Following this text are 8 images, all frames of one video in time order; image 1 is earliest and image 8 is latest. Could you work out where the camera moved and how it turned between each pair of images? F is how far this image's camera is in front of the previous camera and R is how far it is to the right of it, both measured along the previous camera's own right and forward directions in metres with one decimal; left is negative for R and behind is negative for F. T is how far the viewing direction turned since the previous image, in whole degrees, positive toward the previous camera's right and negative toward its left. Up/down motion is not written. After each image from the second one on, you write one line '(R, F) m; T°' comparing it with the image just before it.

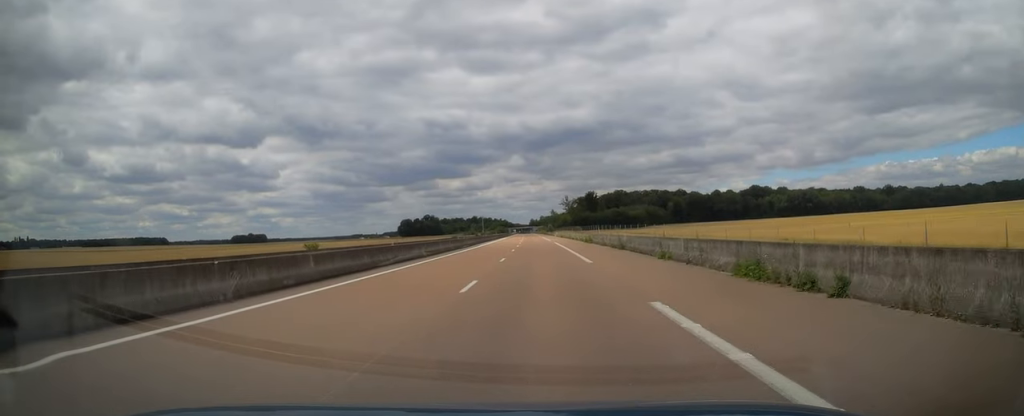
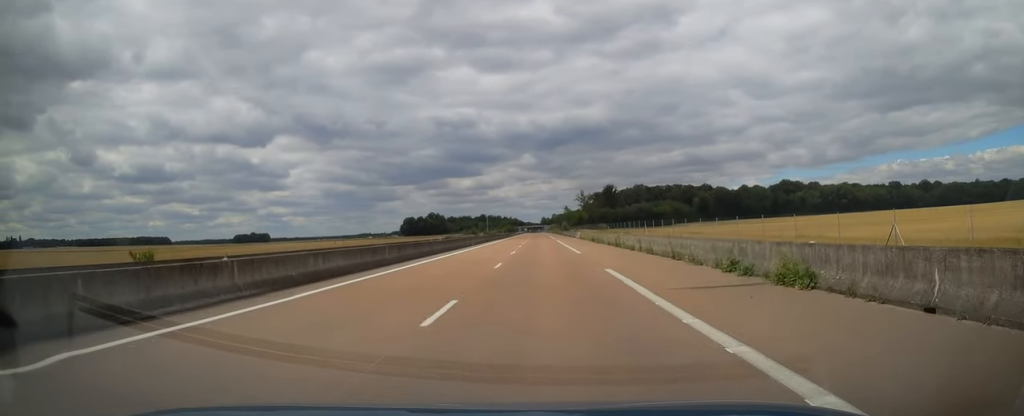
(-0.4, +43.5) m; 0°
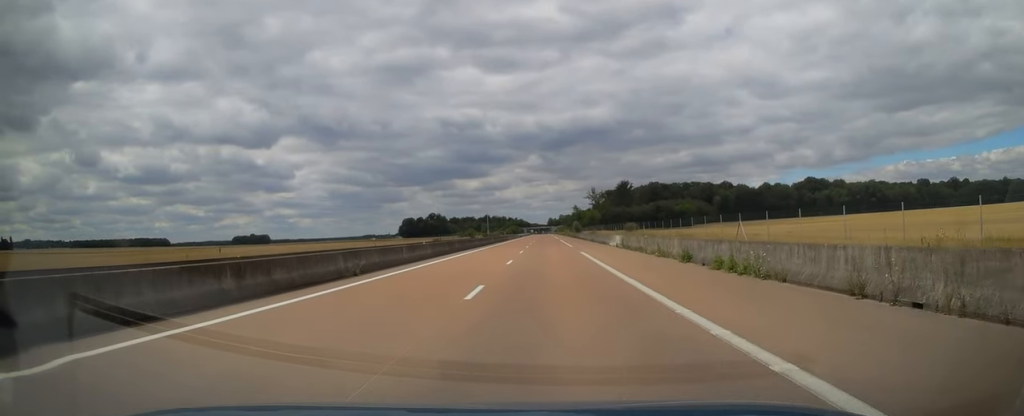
(0.0, +35.2) m; 0°
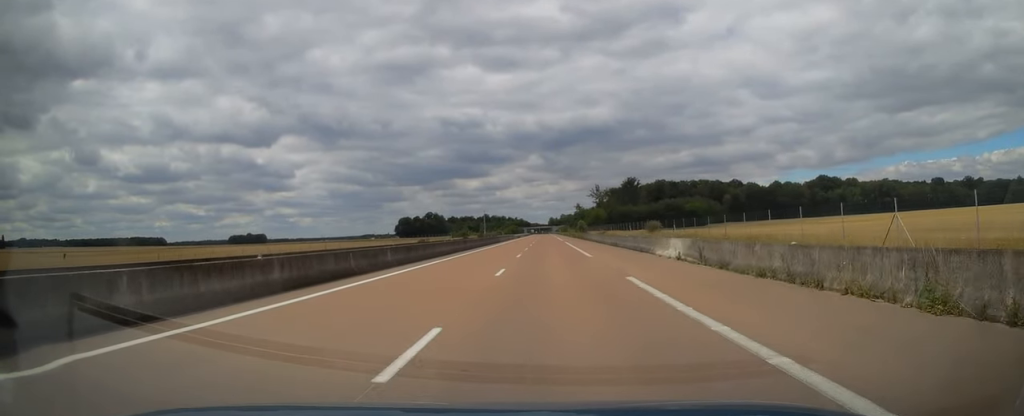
(0.0, +19.5) m; -1°
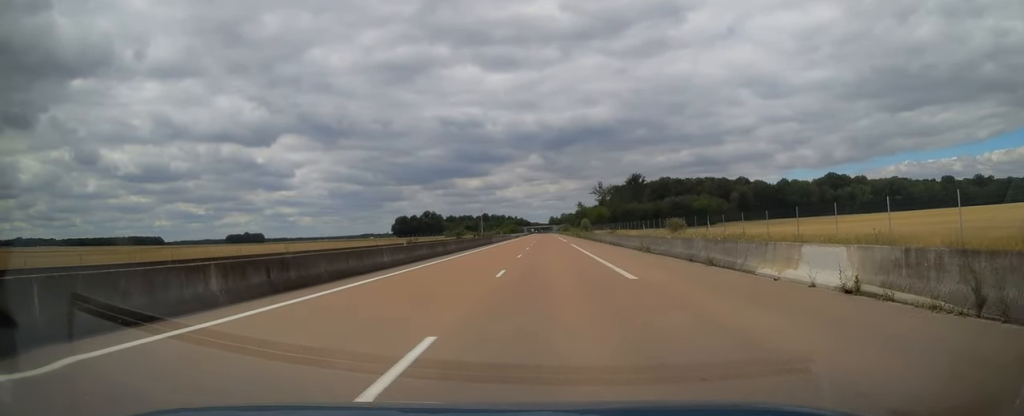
(0.0, +13.7) m; 0°
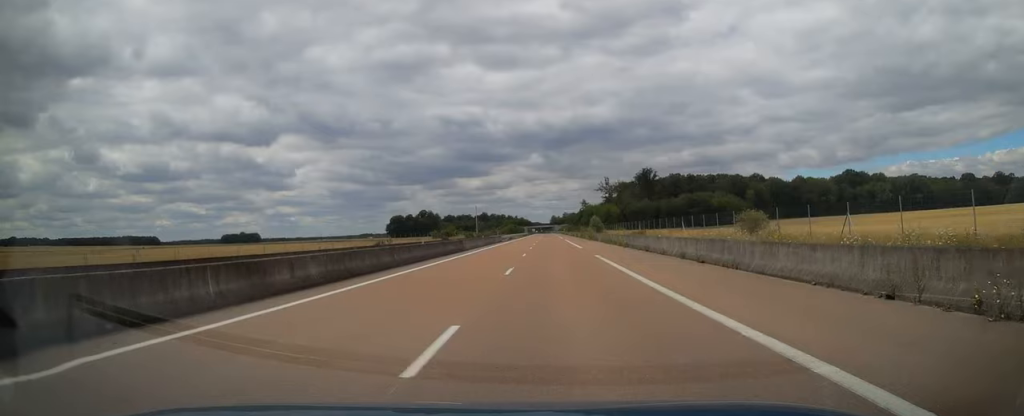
(-0.3, +24.9) m; -1°
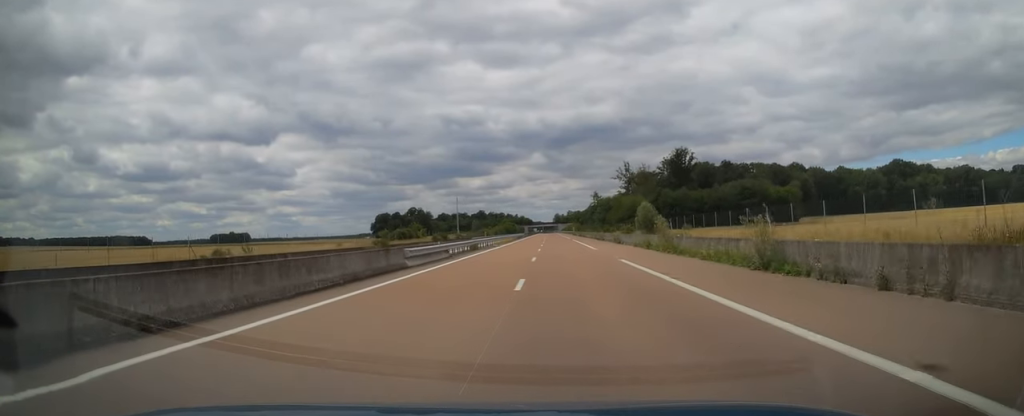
(+0.7, +56.6) m; +1°
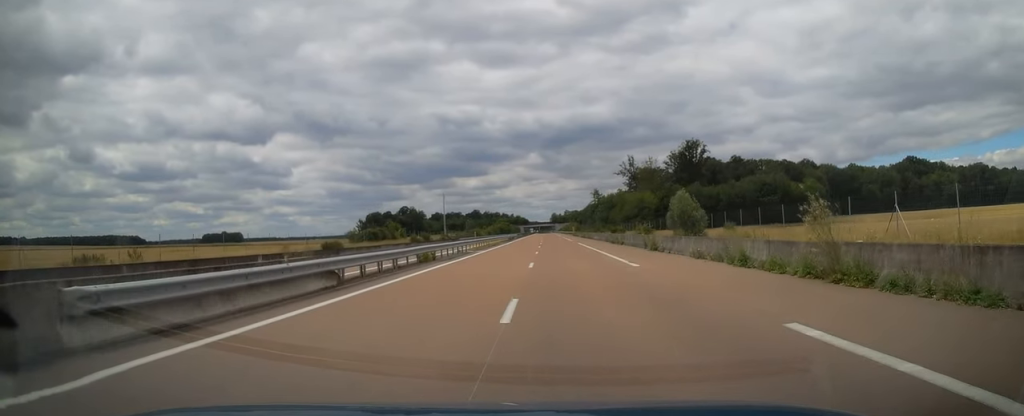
(-0.2, +17.6) m; 0°
